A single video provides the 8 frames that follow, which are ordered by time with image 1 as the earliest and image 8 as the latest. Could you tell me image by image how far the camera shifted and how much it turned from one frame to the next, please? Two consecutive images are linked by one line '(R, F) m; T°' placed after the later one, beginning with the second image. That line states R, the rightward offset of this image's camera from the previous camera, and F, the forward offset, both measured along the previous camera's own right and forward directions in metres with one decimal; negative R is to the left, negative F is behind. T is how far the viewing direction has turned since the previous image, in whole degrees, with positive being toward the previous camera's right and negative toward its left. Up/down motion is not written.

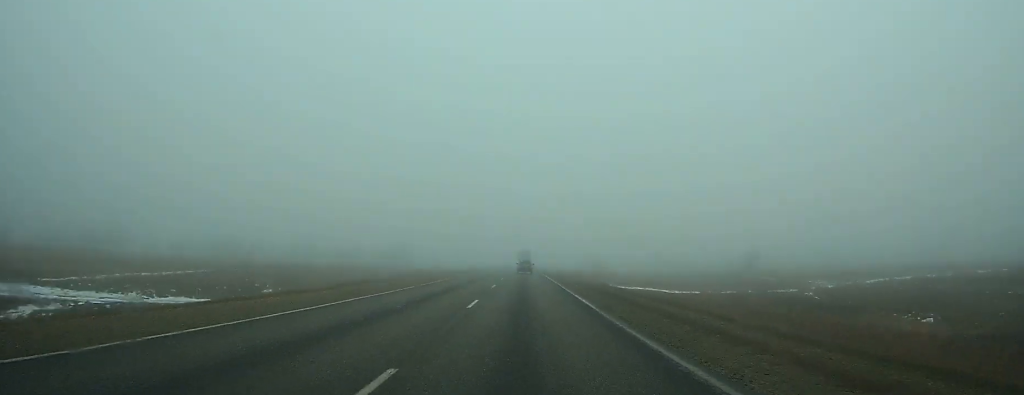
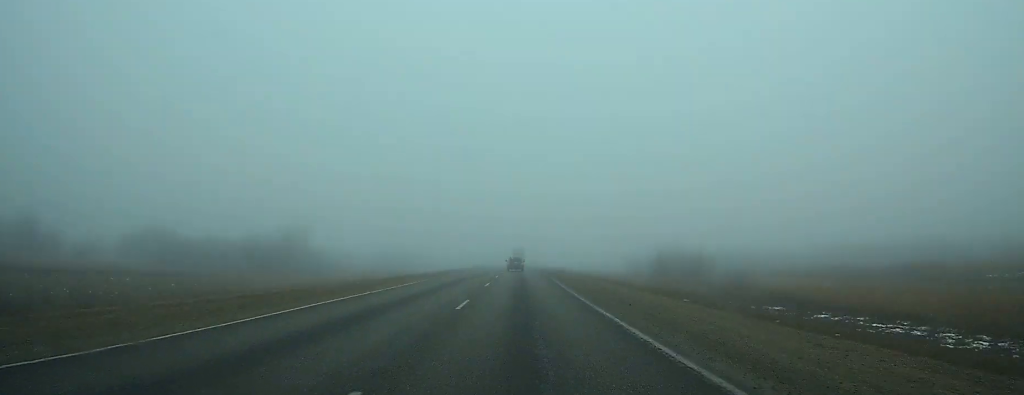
(+0.1, +84.7) m; 0°
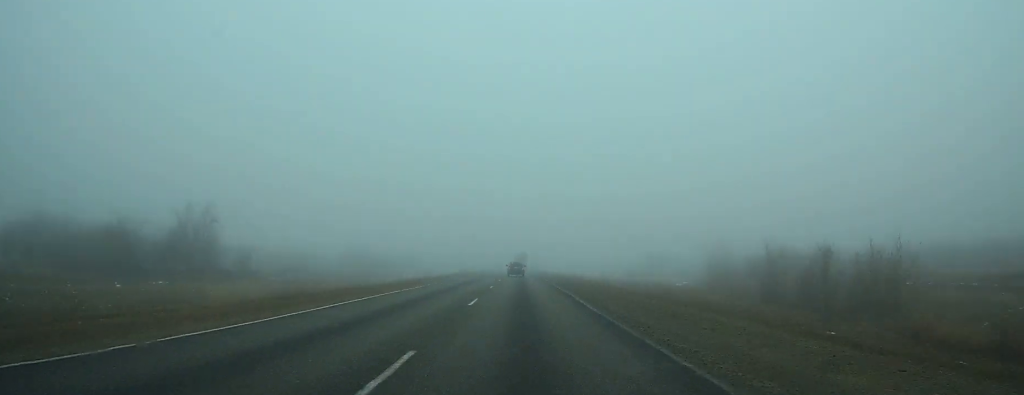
(0.0, +31.6) m; 0°
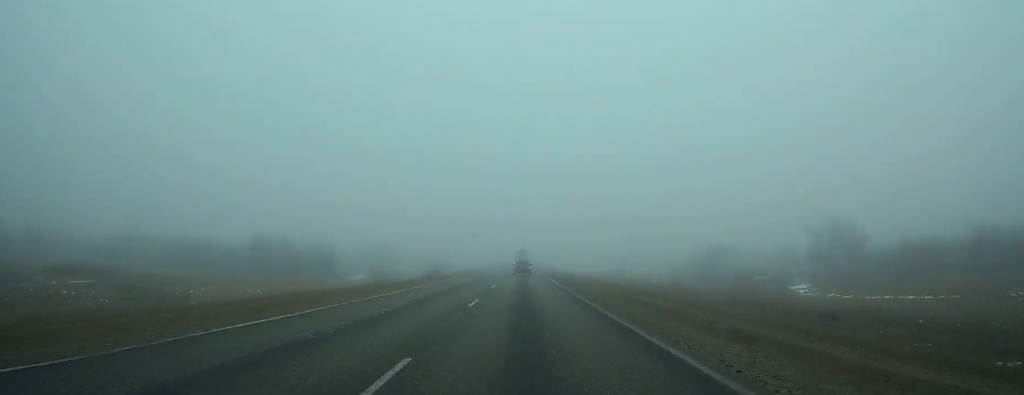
(-0.1, +46.2) m; 0°
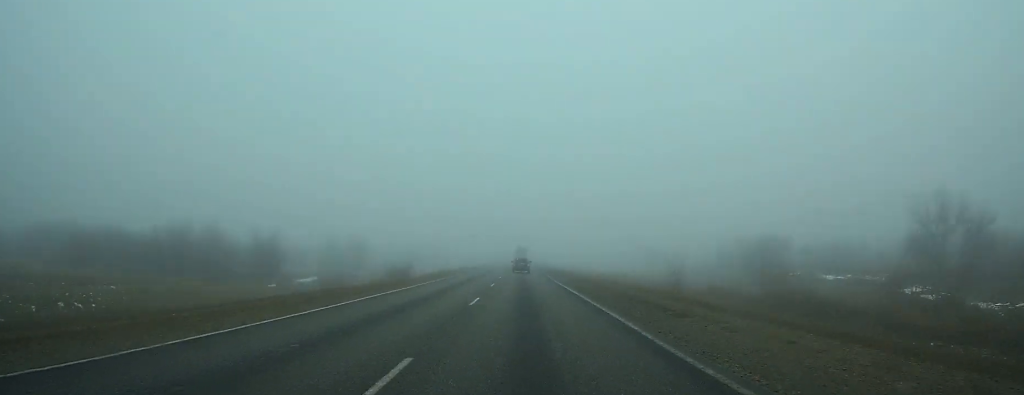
(0.0, +24.5) m; 0°
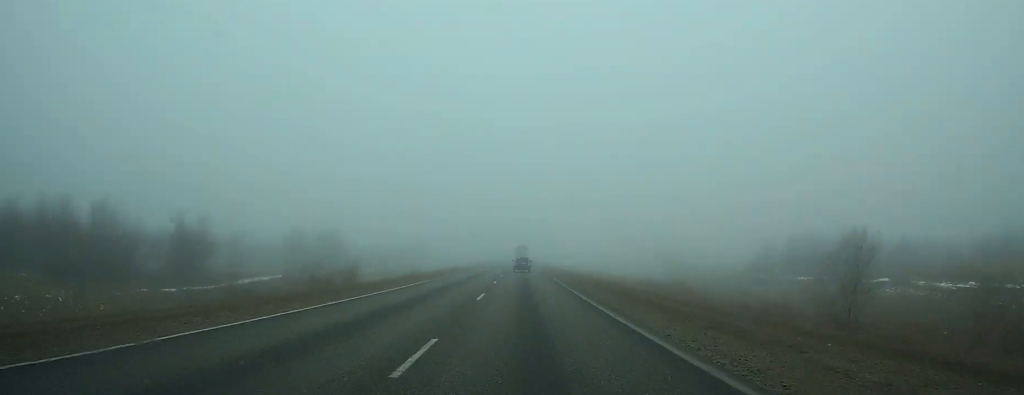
(0.0, +23.3) m; 0°
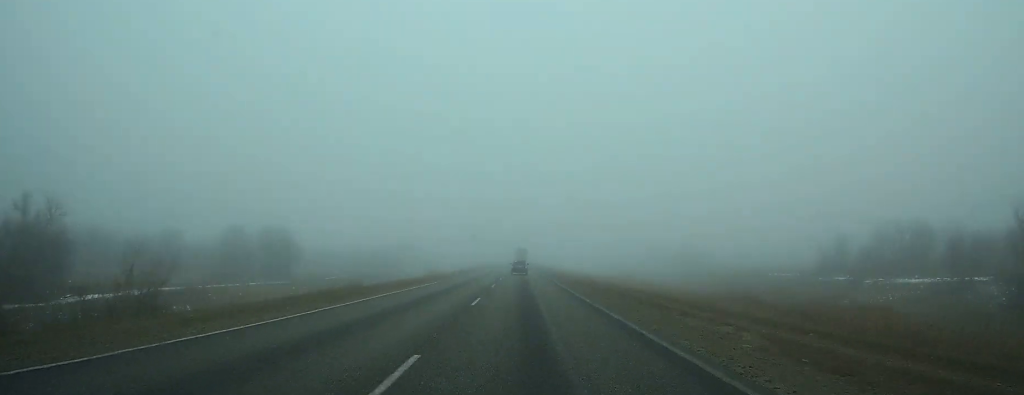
(0.0, +26.8) m; 0°
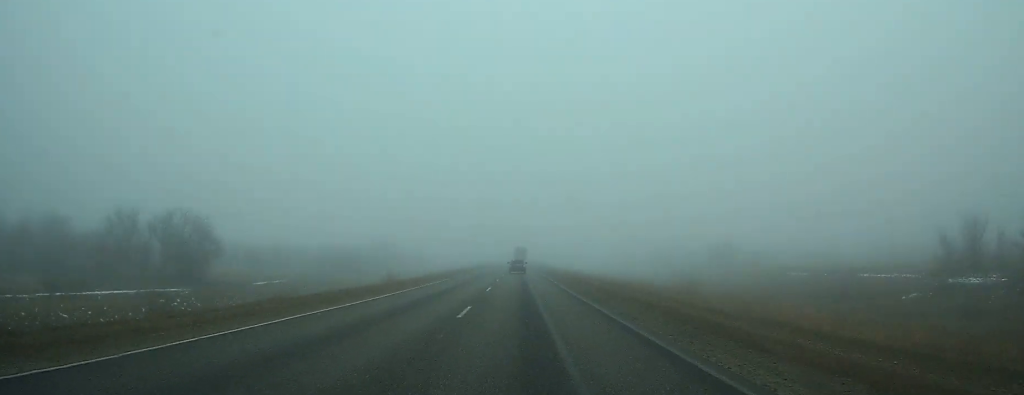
(+0.1, +28.5) m; 0°
